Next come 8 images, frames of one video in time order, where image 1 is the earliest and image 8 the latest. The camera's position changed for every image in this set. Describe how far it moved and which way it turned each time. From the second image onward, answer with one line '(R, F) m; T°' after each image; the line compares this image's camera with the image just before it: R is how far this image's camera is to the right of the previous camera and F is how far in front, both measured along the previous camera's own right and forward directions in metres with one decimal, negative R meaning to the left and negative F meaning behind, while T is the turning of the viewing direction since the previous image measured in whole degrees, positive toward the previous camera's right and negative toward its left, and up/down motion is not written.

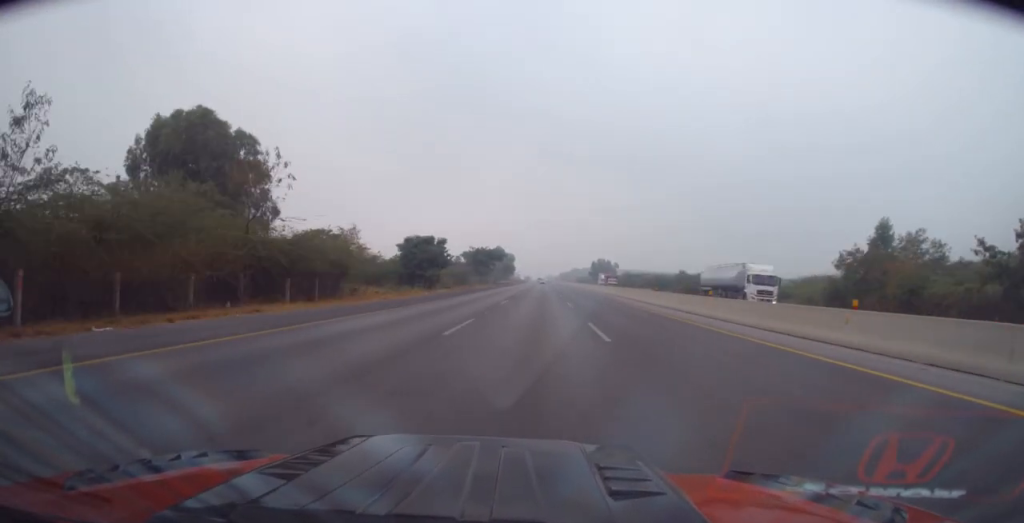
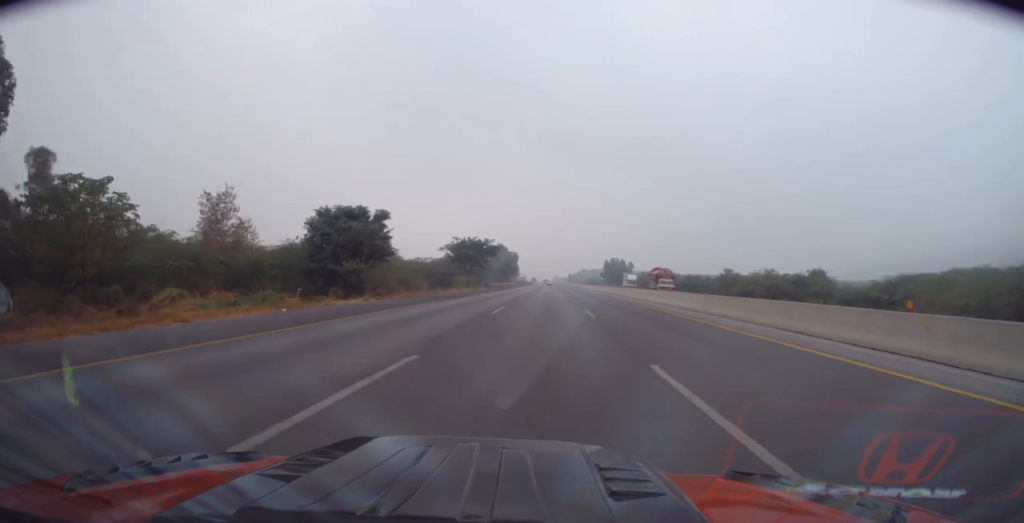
(0.0, +28.3) m; 0°
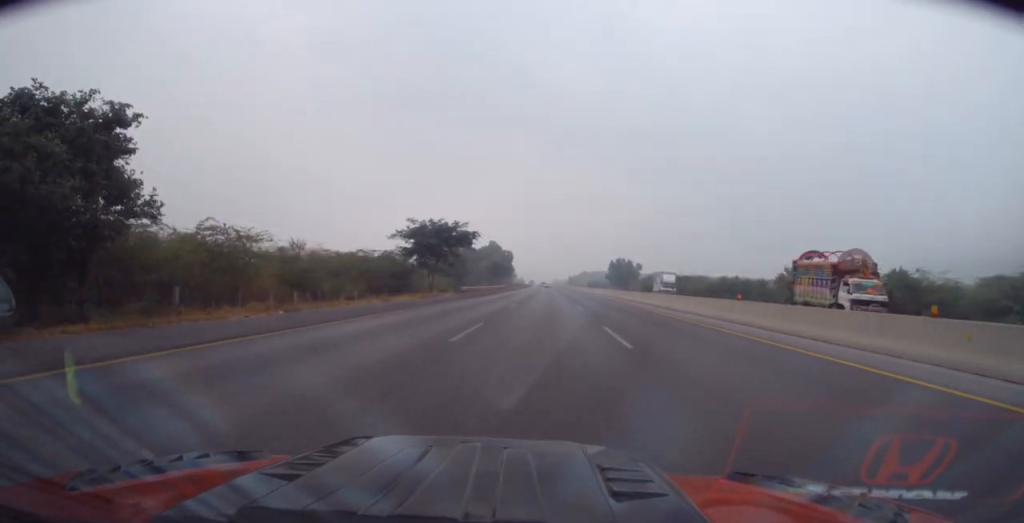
(0.0, +28.0) m; 0°
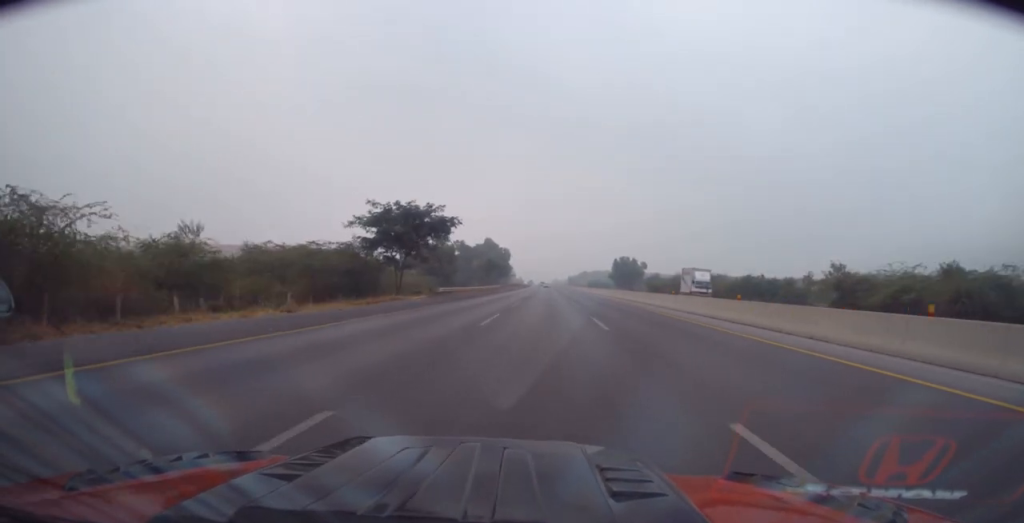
(0.0, +13.1) m; 0°
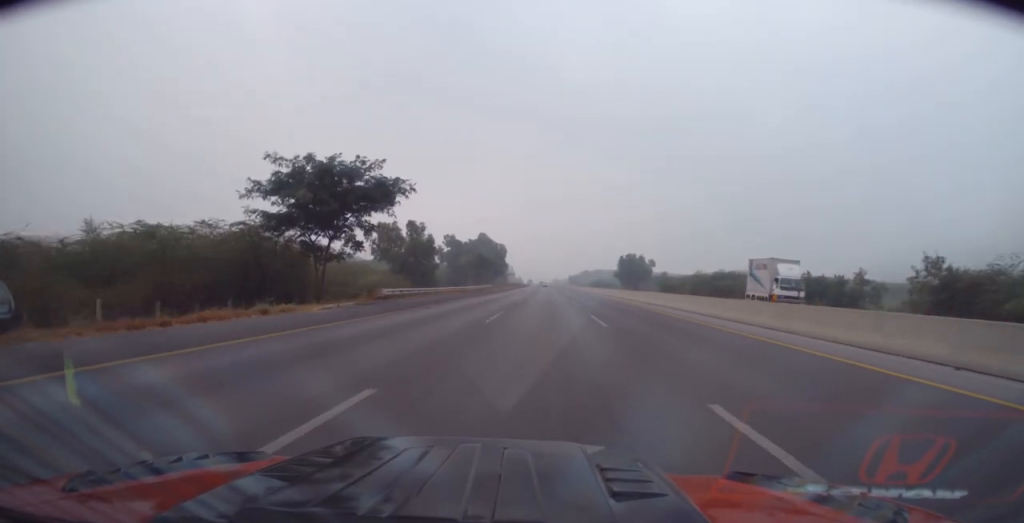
(0.0, +17.1) m; 0°
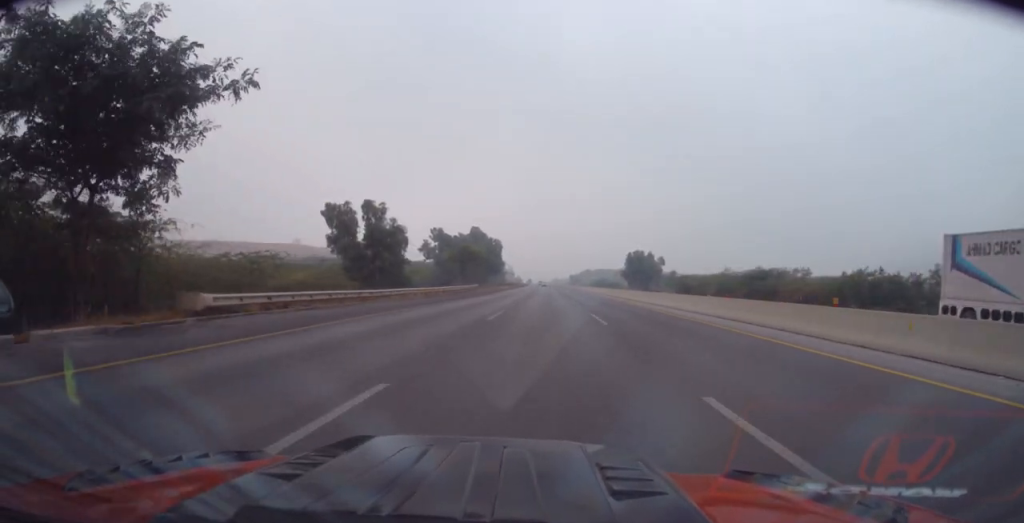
(+0.1, +17.7) m; -1°
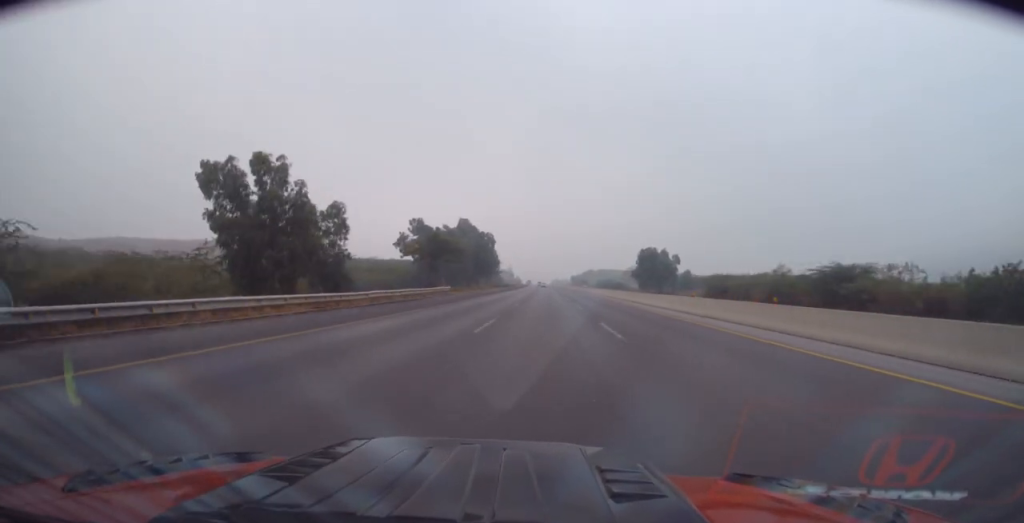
(-0.2, +21.6) m; 0°
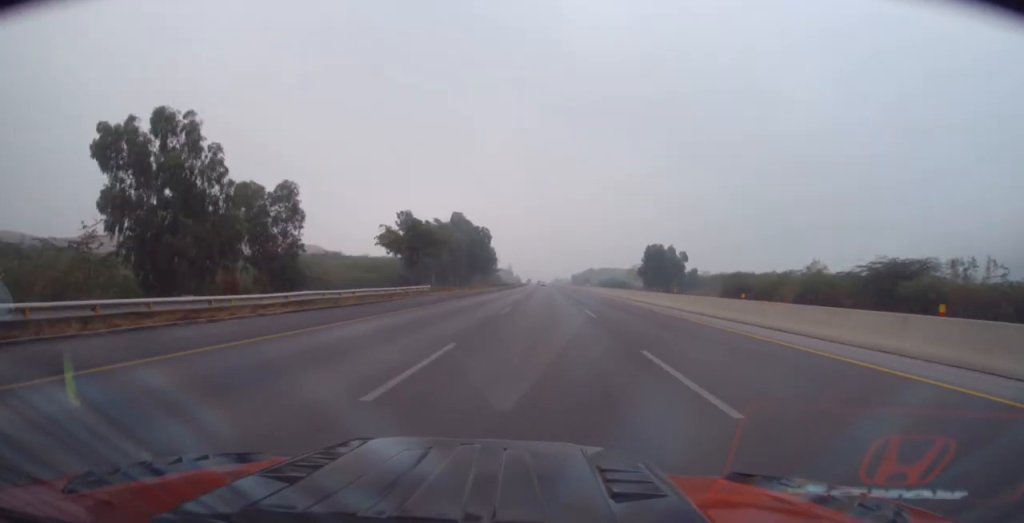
(-0.1, +9.5) m; 0°
